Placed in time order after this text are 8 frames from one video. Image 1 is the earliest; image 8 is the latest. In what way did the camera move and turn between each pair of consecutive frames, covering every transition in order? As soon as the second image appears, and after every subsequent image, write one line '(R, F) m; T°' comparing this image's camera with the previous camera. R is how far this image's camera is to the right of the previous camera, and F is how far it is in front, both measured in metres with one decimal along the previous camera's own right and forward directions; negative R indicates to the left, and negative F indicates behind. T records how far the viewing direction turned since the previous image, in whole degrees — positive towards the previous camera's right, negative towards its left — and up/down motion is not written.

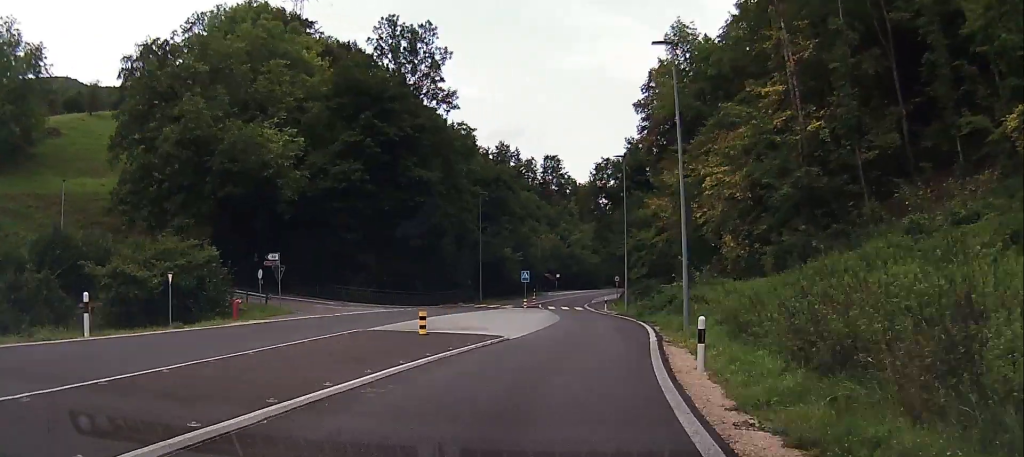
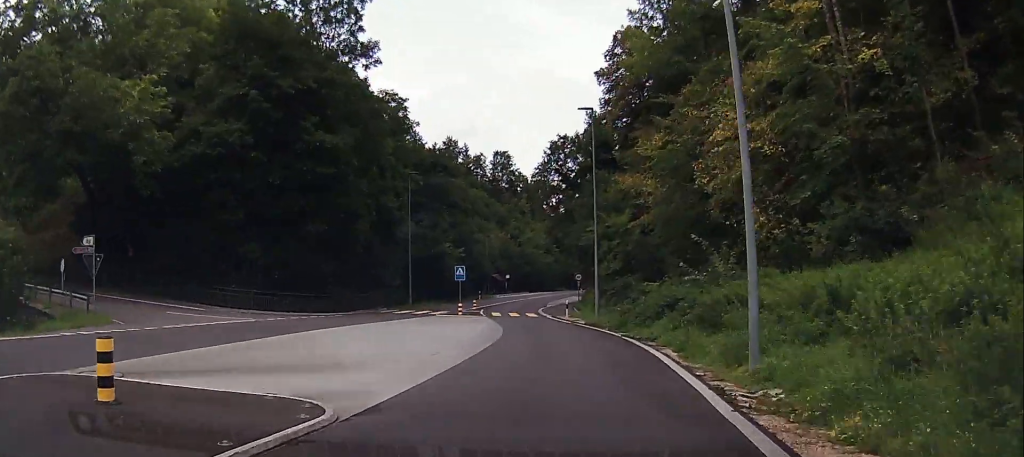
(+0.5, +11.7) m; +3°
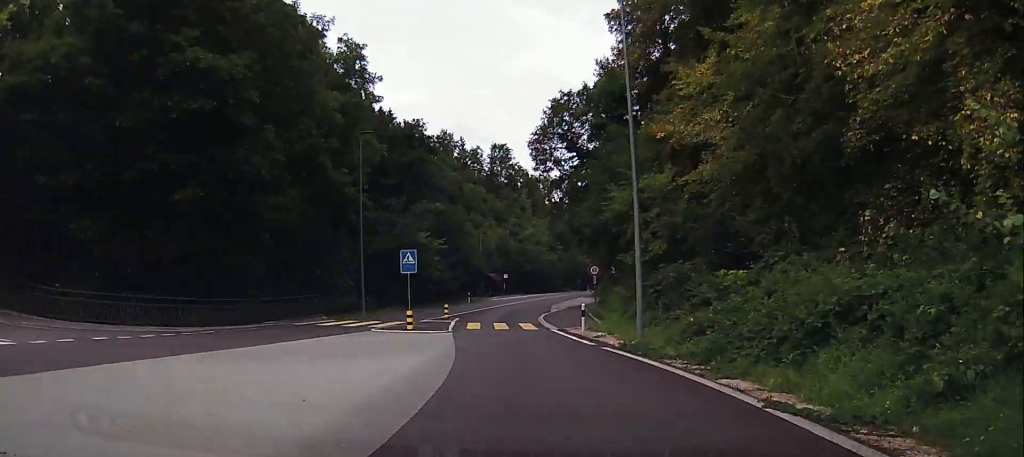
(0.0, +13.6) m; +2°
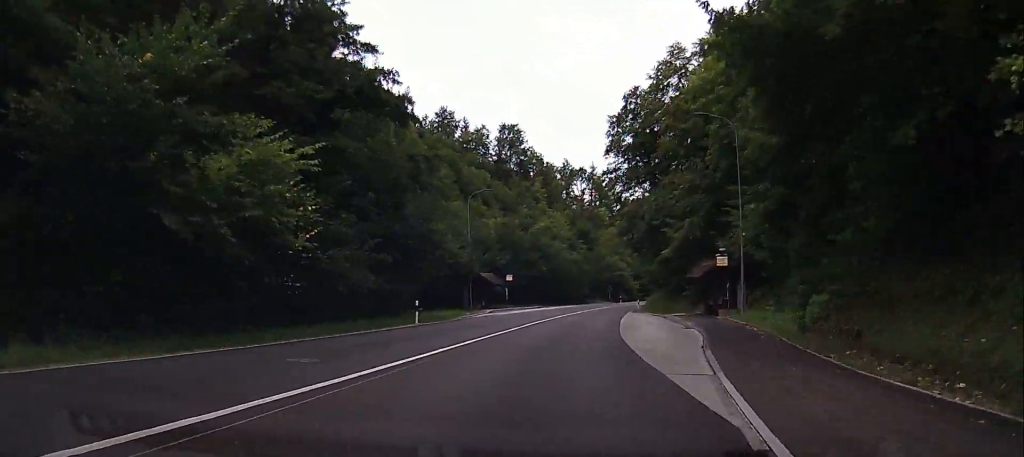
(+2.2, +35.0) m; +6°
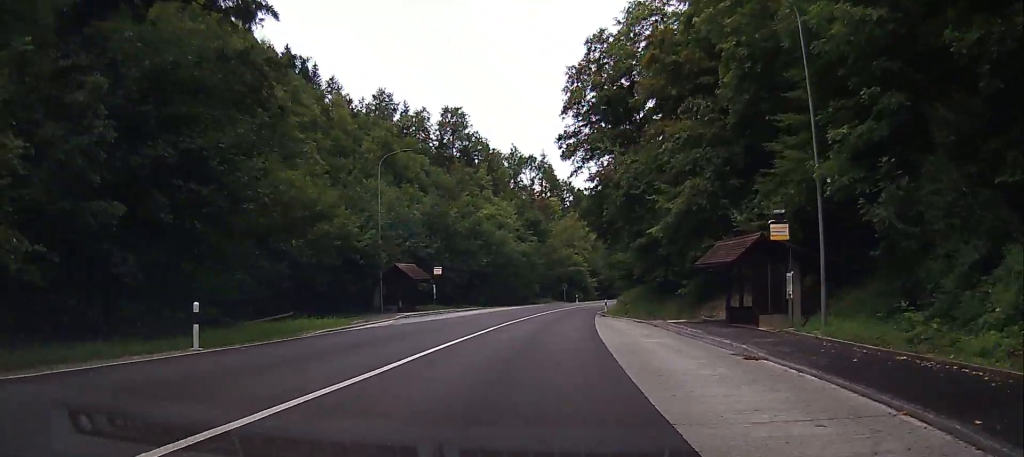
(+0.3, +15.5) m; +2°
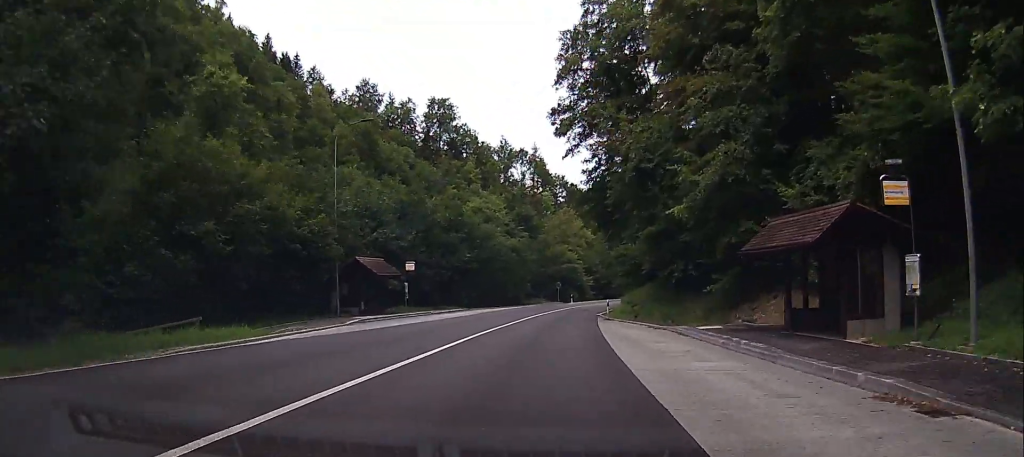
(+0.2, +7.8) m; 0°
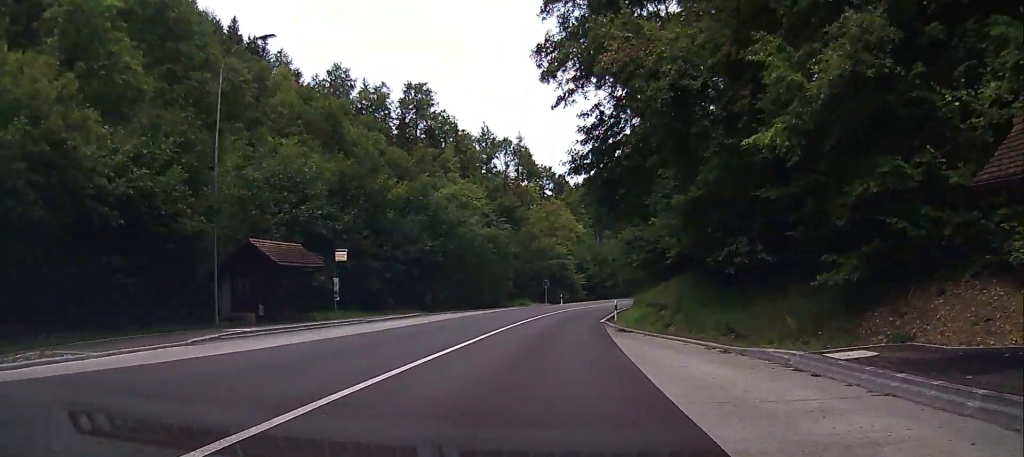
(-0.2, +12.3) m; -1°
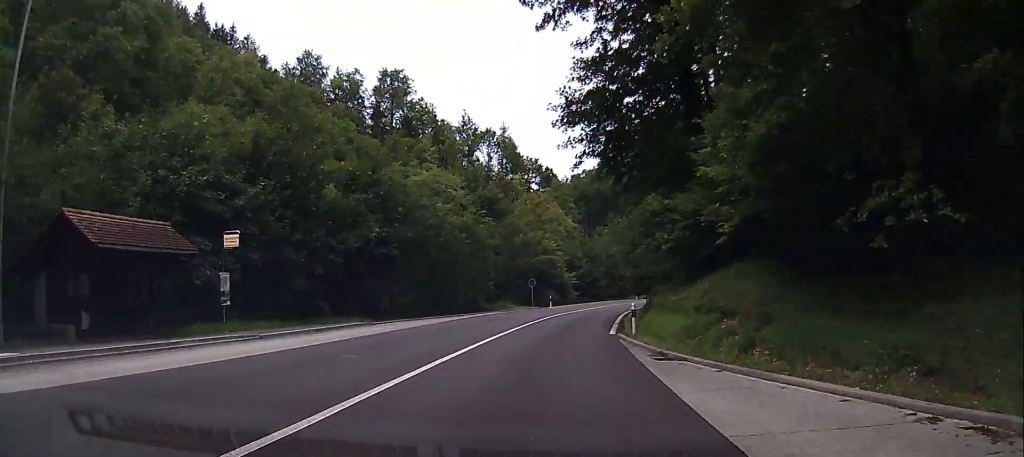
(-0.2, +10.2) m; 0°
